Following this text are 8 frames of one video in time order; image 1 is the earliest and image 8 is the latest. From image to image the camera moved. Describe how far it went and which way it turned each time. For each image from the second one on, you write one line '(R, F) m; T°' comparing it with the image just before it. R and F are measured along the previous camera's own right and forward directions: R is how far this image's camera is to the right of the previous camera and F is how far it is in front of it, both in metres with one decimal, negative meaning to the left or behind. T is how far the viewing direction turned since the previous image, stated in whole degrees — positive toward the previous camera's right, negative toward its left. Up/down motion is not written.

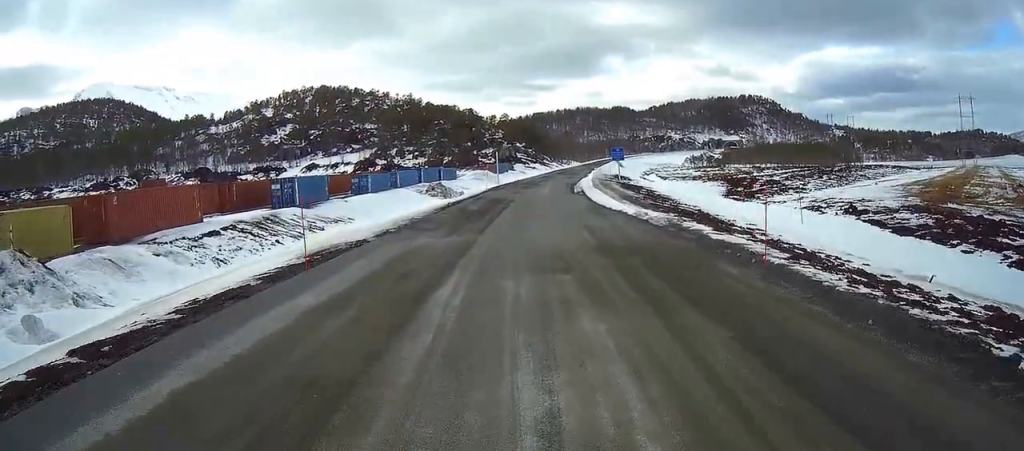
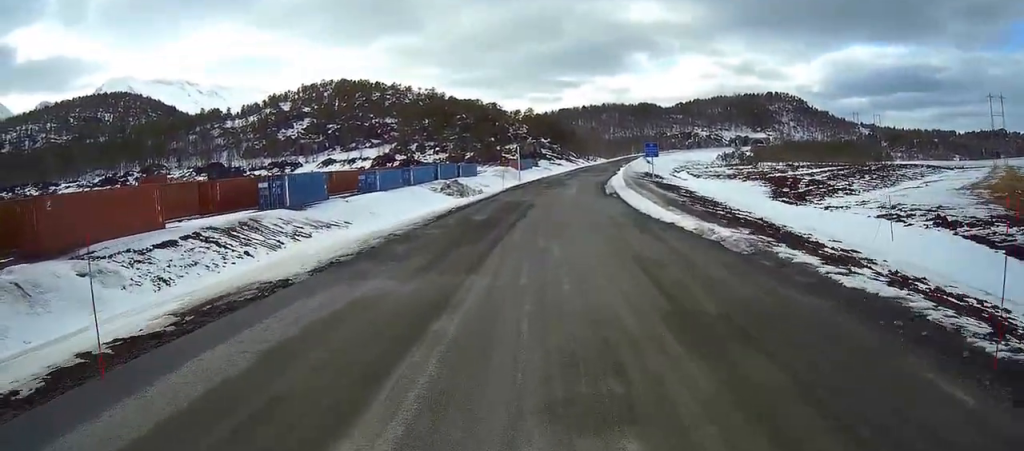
(-0.3, +6.9) m; -3°
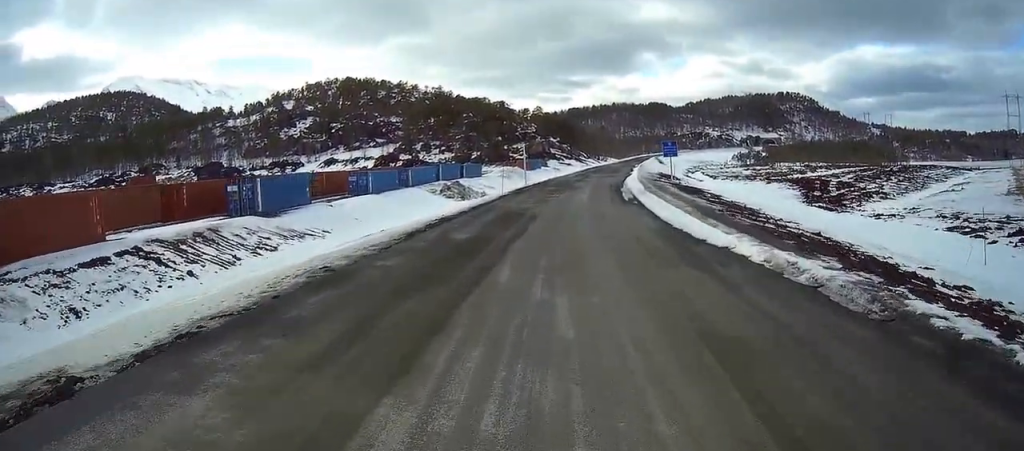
(0.0, +6.5) m; -2°
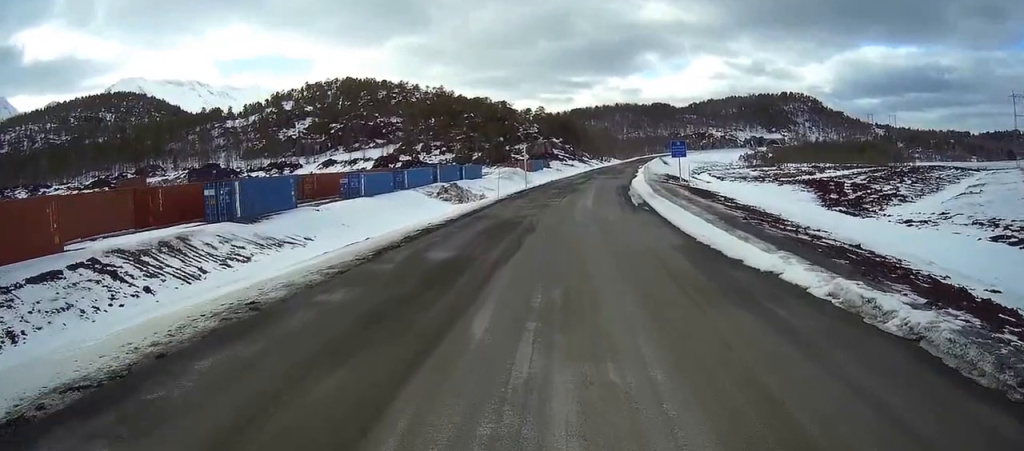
(0.0, +3.6) m; -1°
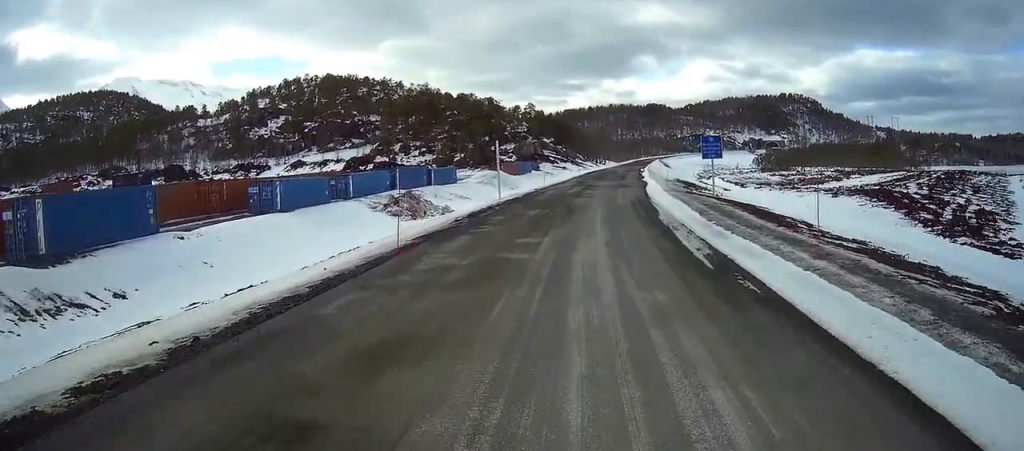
(-0.4, +16.8) m; -1°
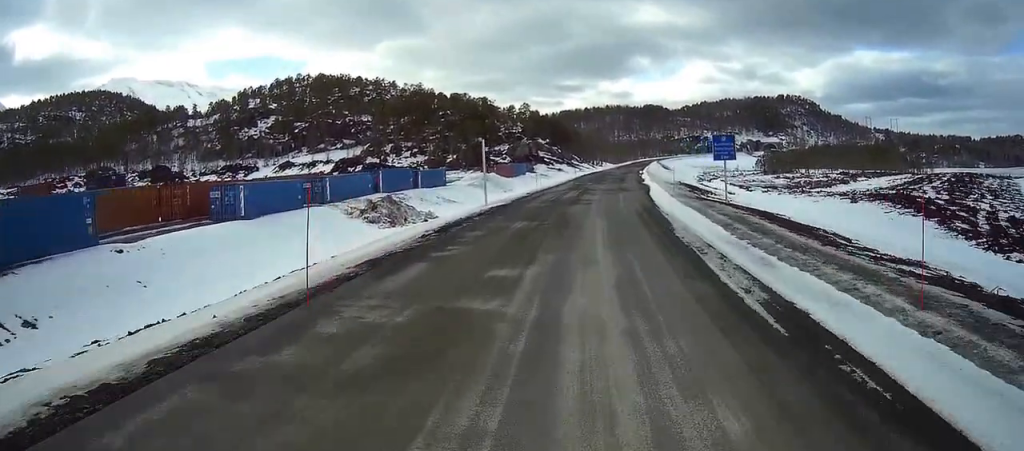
(0.0, +4.5) m; +1°
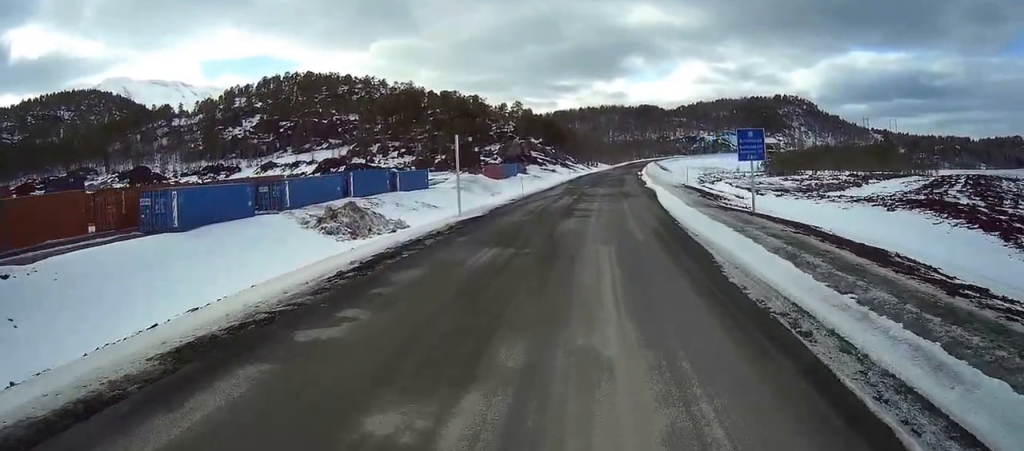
(0.0, +7.1) m; 0°
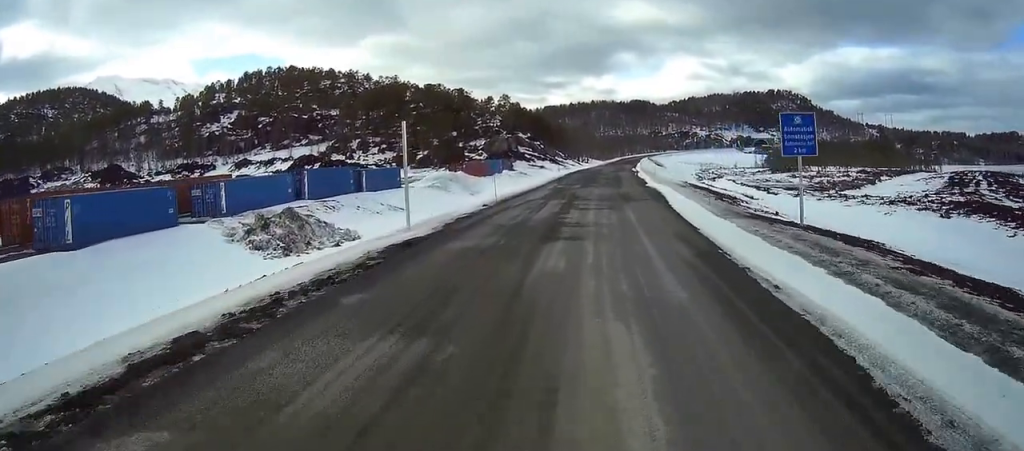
(0.0, +8.3) m; 0°
